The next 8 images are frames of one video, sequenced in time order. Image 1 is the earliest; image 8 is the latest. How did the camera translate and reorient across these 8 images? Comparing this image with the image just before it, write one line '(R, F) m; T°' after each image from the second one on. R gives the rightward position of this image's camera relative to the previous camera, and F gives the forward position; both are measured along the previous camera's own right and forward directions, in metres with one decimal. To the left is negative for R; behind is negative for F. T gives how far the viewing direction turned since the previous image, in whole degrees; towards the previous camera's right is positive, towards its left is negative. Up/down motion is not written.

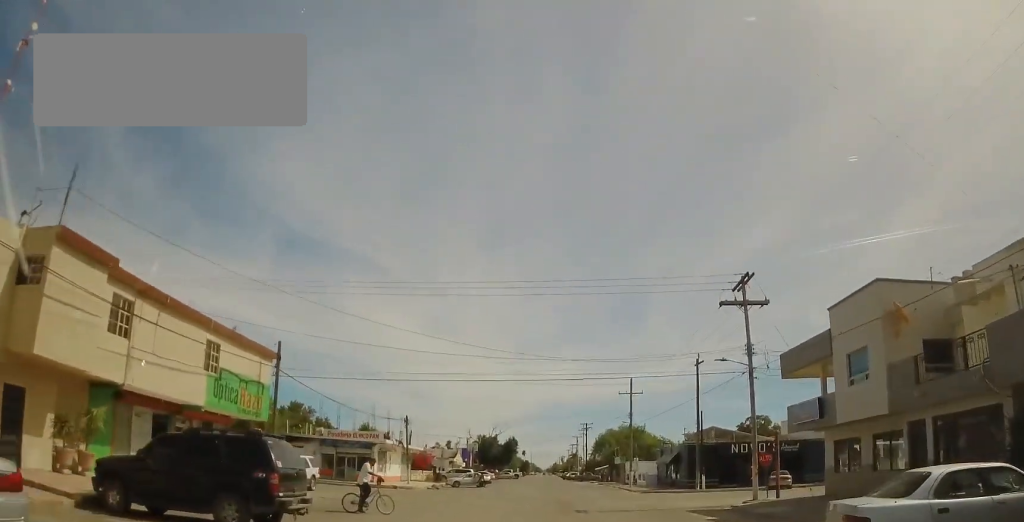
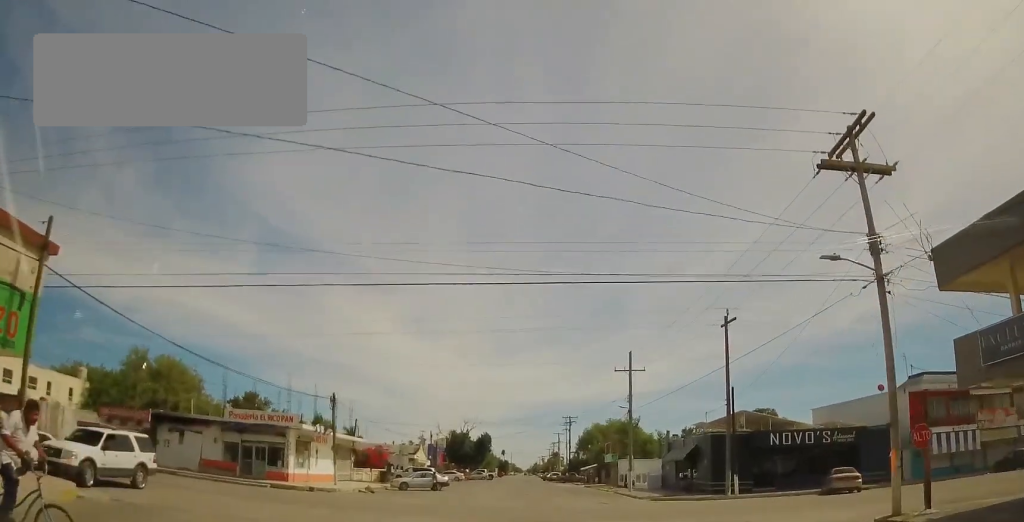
(0.0, +15.2) m; +4°
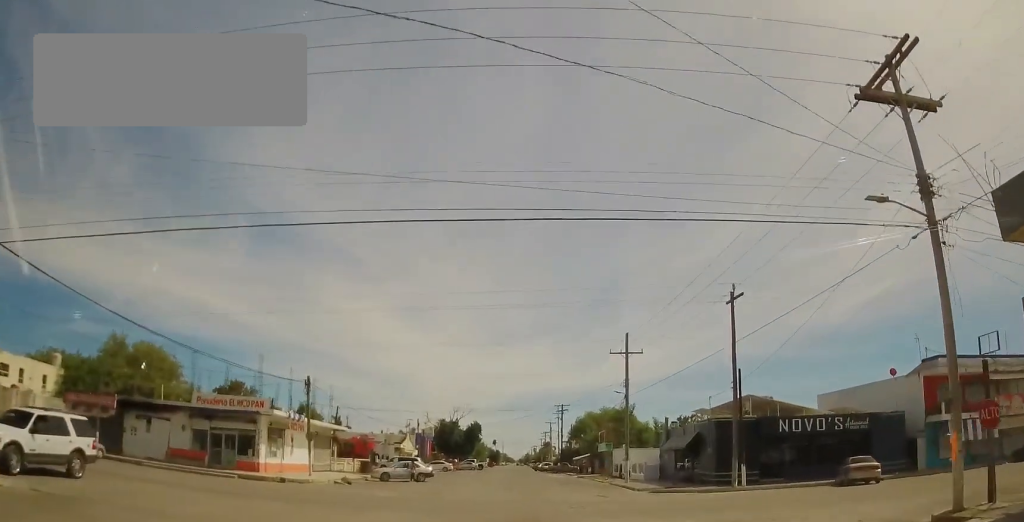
(+0.1, +3.2) m; +1°
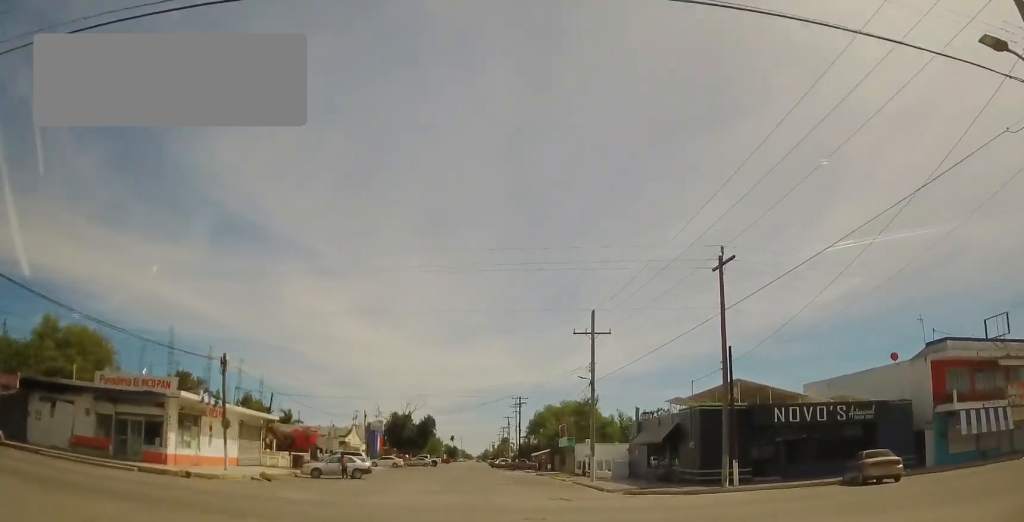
(+0.2, +6.3) m; -1°
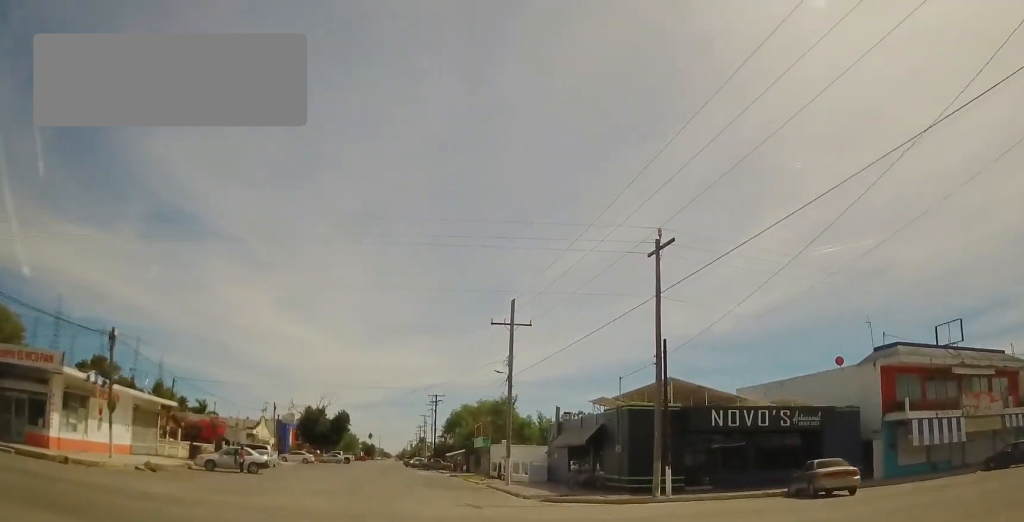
(-0.2, +3.7) m; +1°
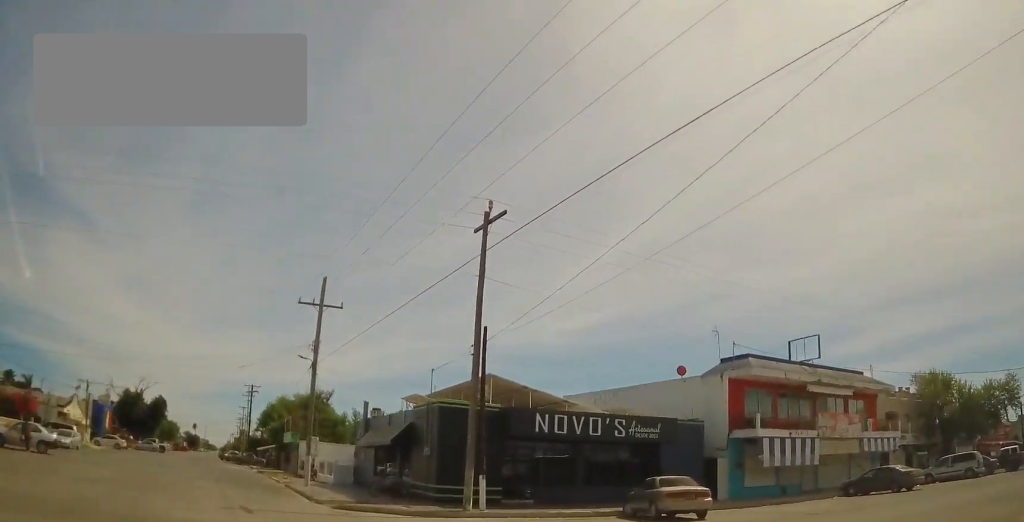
(+0.8, +4.3) m; +21°
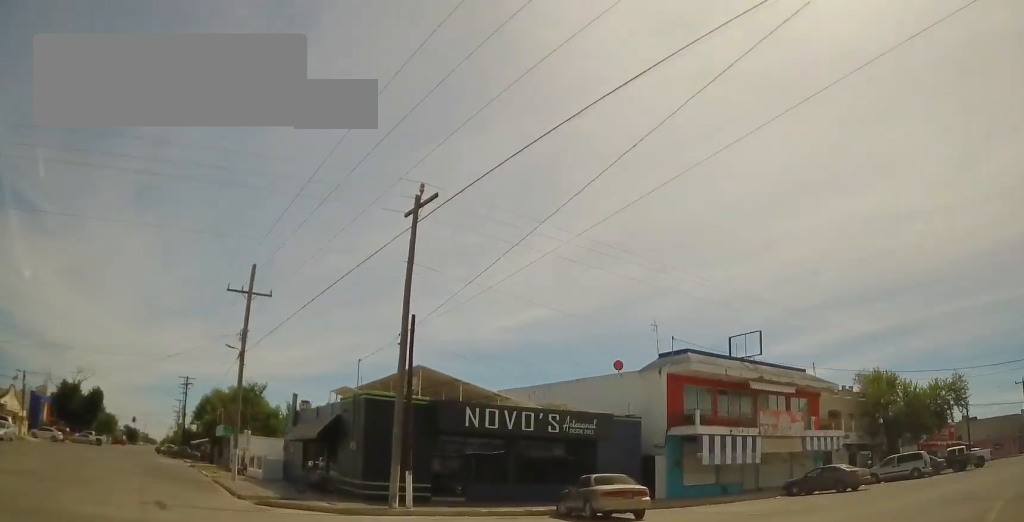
(+0.2, +1.3) m; +6°
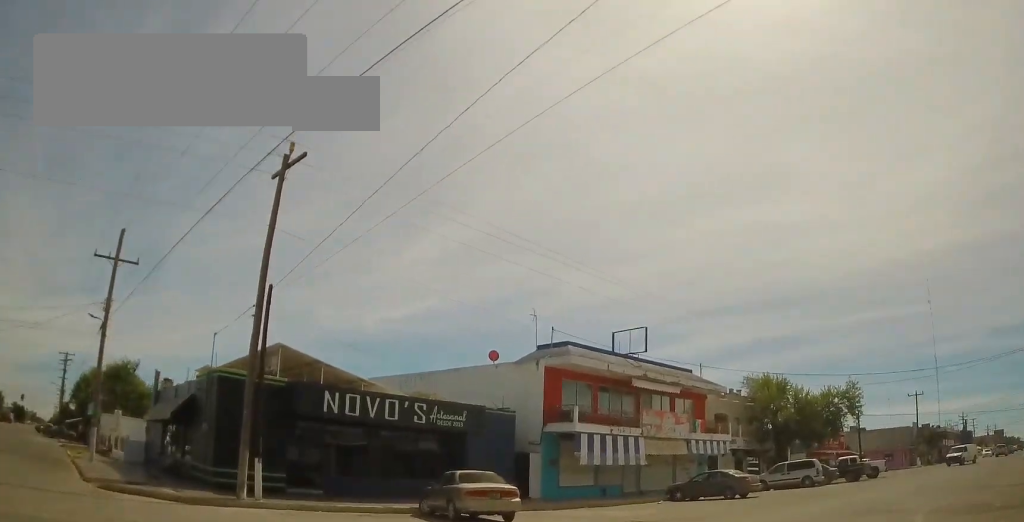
(-0.1, +2.1) m; +12°
